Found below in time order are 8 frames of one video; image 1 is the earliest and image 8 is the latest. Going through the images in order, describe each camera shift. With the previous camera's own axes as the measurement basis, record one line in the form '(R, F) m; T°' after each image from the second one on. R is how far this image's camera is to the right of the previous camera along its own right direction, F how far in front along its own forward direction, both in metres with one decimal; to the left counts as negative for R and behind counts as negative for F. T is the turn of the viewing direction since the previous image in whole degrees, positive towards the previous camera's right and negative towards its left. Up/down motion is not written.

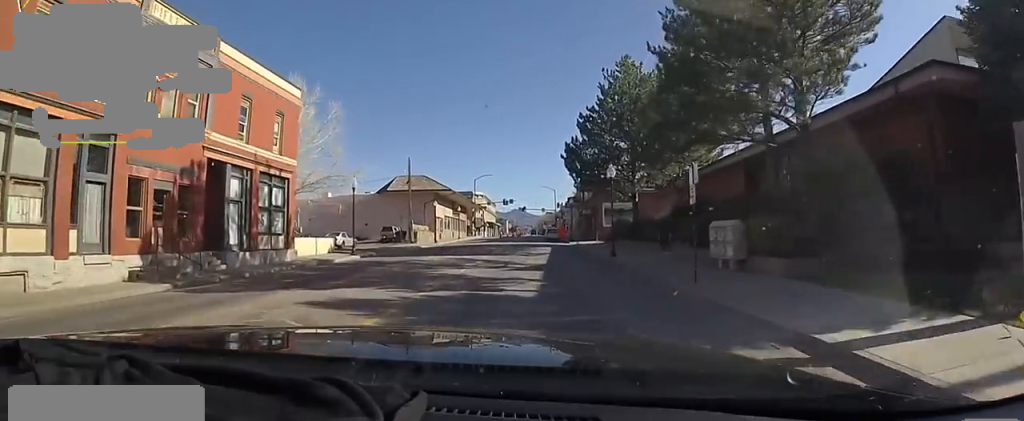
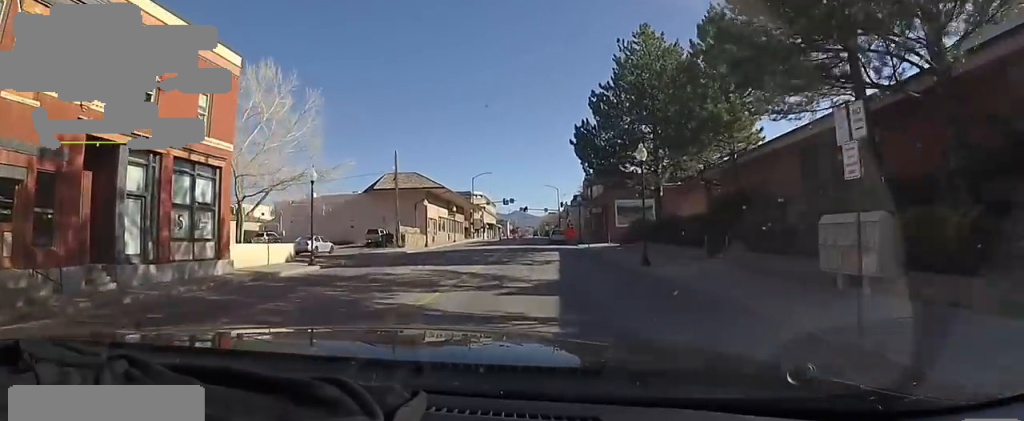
(-0.1, +6.1) m; -3°
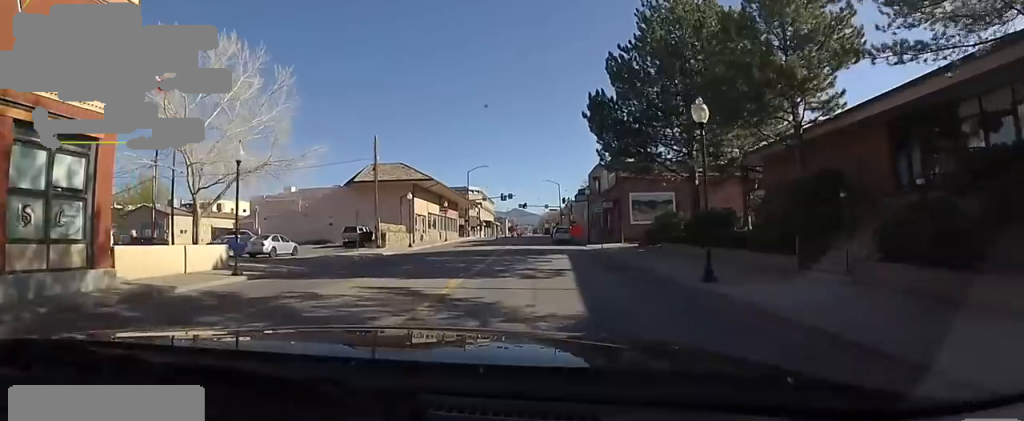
(0.0, +6.2) m; -2°
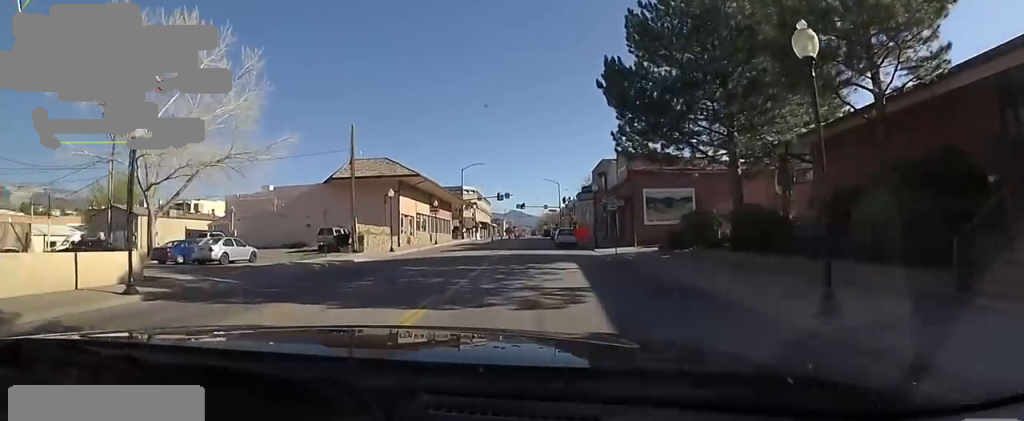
(-0.4, +5.0) m; 0°
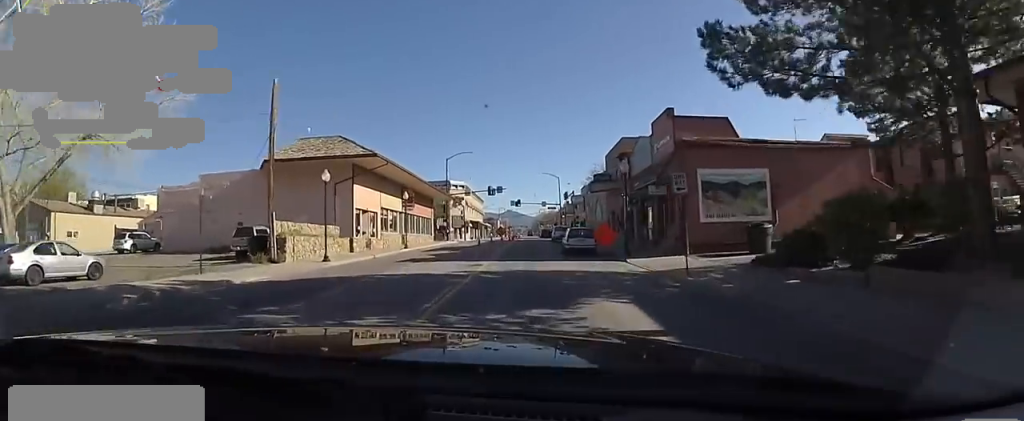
(+0.3, +10.7) m; +4°
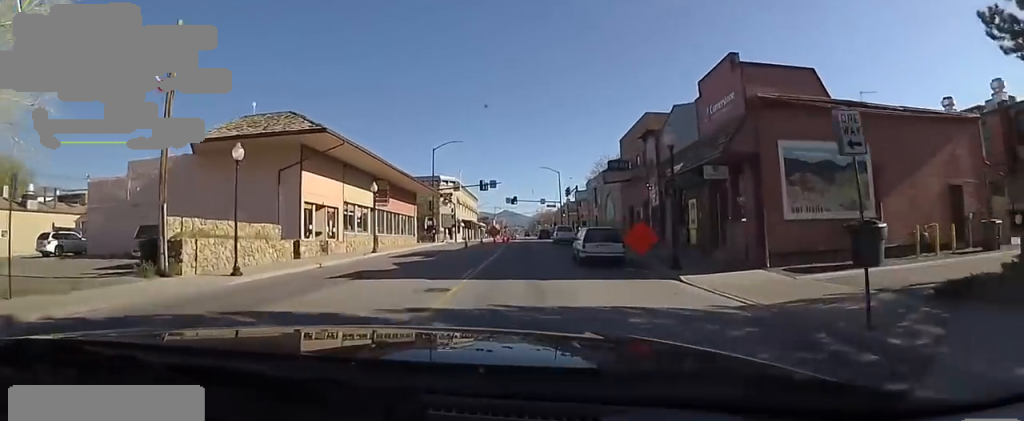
(+0.2, +7.2) m; +2°
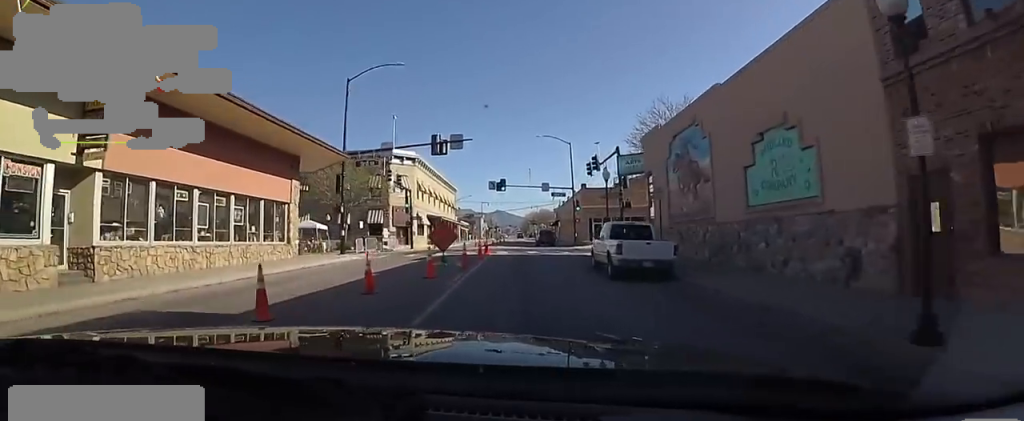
(+0.1, +26.0) m; 0°
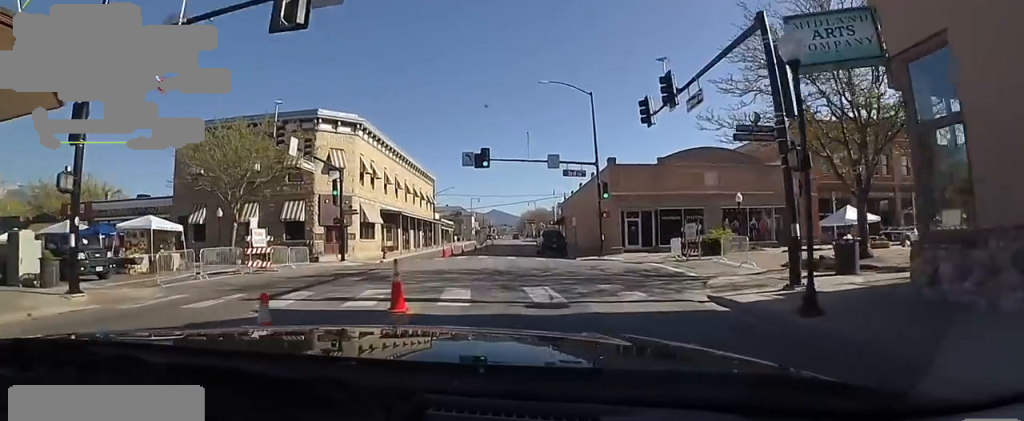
(0.0, +18.8) m; 0°
